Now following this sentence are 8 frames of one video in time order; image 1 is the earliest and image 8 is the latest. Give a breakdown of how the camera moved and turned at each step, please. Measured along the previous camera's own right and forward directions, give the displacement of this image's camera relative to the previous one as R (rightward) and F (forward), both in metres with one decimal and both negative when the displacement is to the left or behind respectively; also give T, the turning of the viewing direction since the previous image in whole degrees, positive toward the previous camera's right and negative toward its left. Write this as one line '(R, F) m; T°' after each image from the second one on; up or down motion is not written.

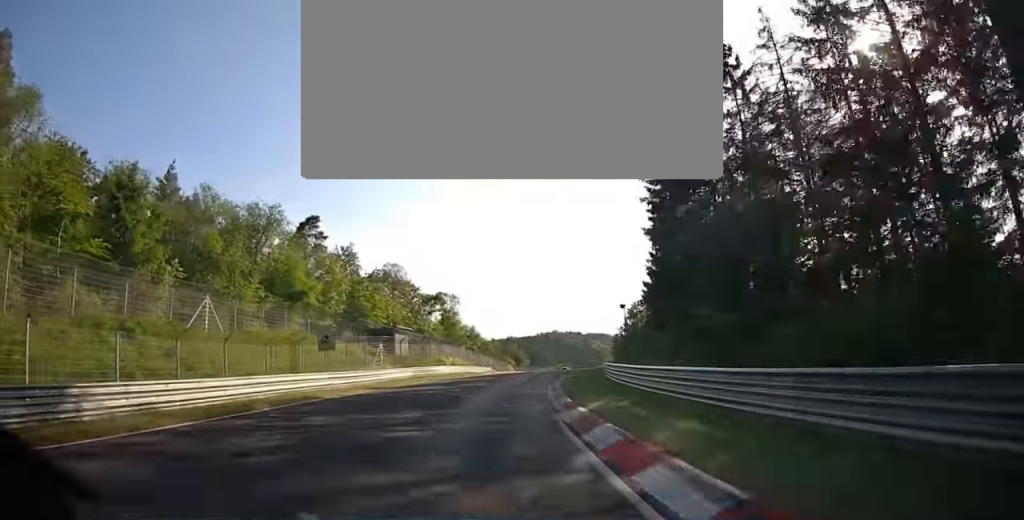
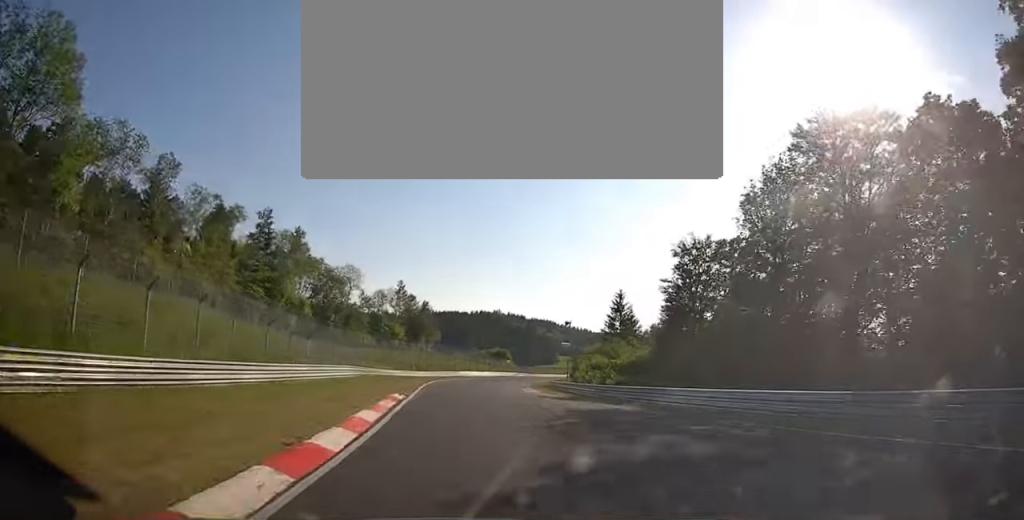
(+10.3, +109.6) m; +7°
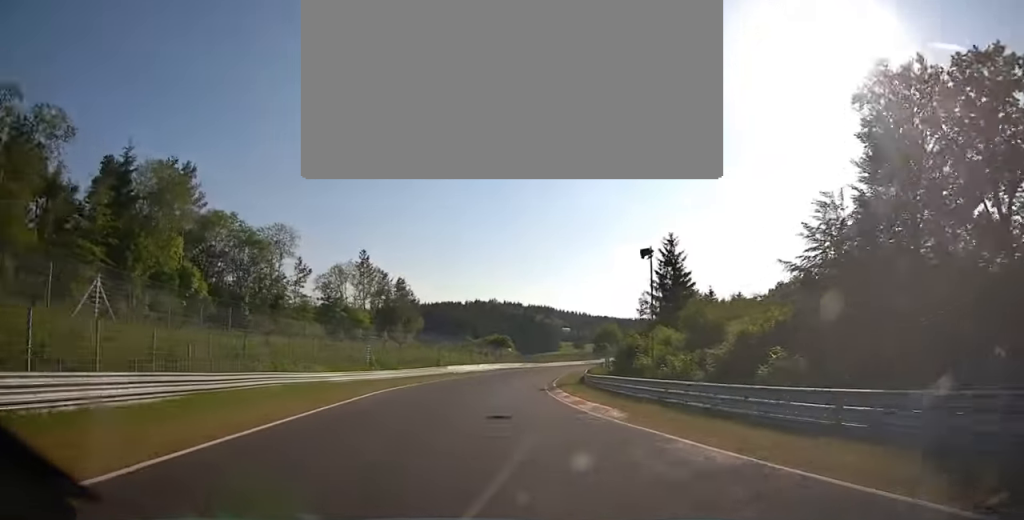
(+0.3, +28.4) m; +3°
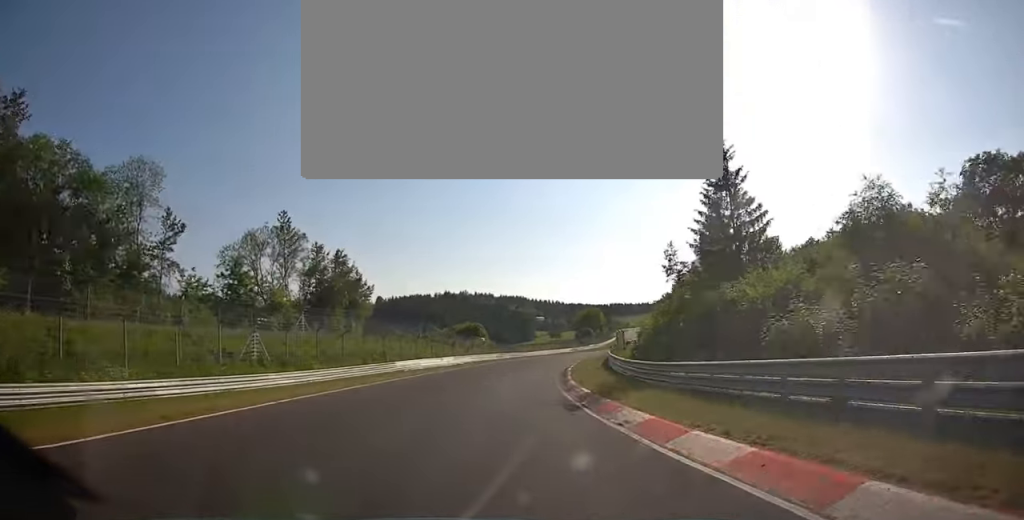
(0.0, +22.2) m; +3°
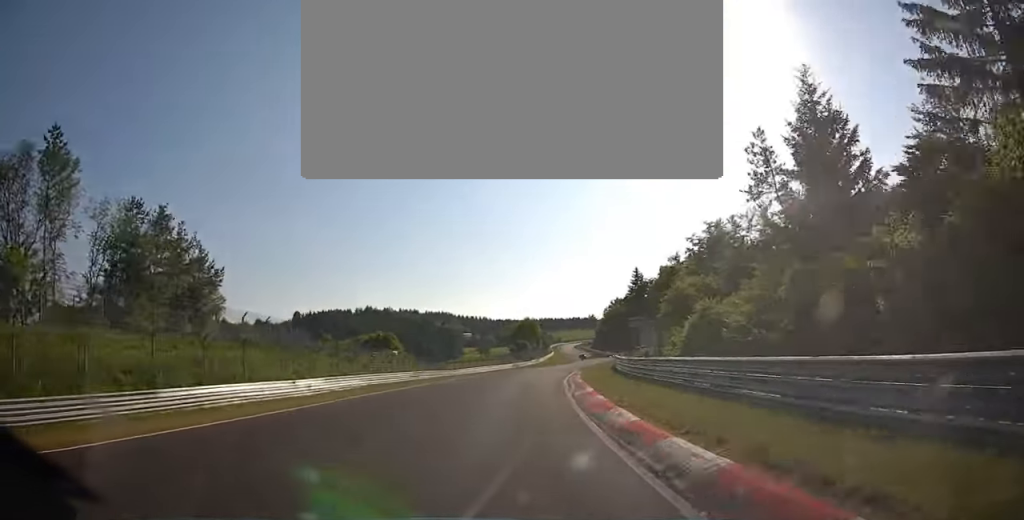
(+1.6, +29.8) m; +6°
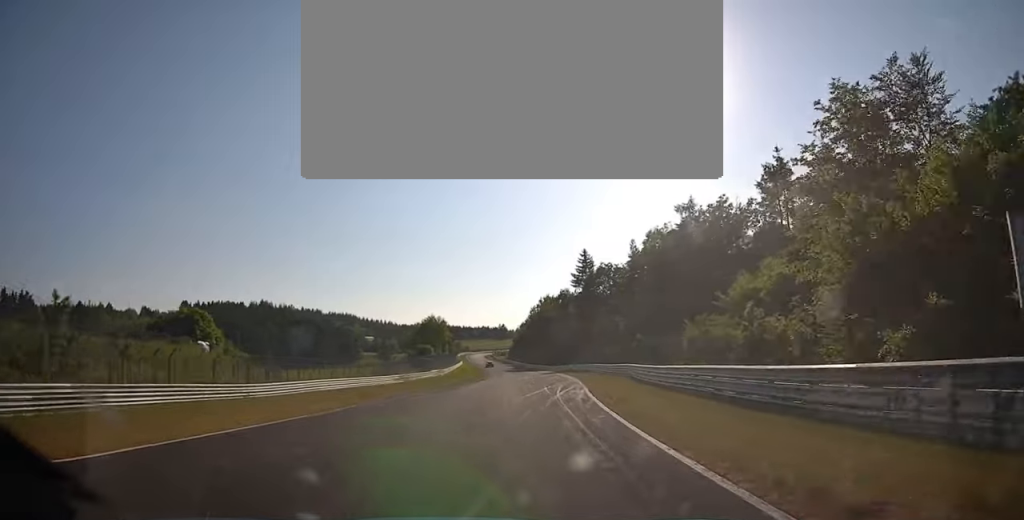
(+2.8, +39.9) m; +5°
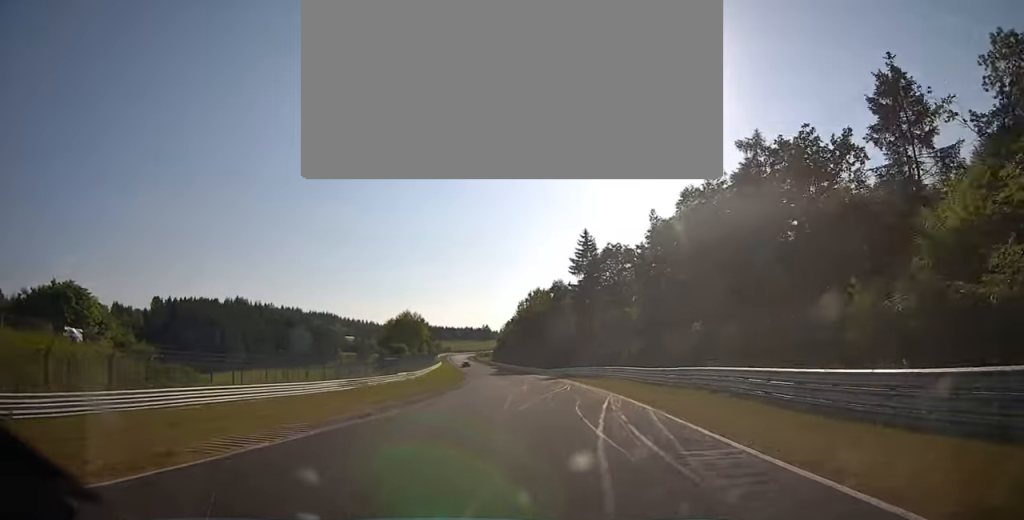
(+0.4, +17.5) m; +1°
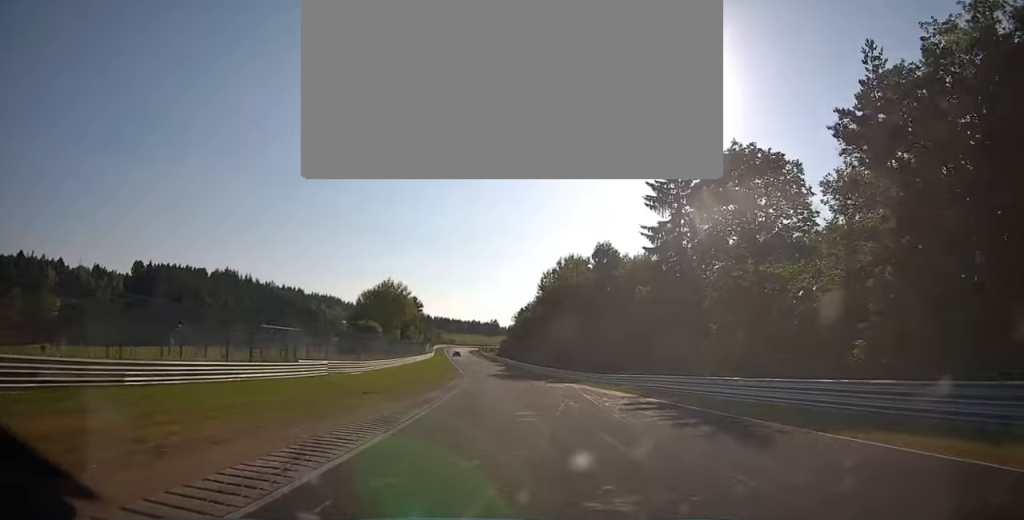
(+0.1, +37.7) m; -1°
